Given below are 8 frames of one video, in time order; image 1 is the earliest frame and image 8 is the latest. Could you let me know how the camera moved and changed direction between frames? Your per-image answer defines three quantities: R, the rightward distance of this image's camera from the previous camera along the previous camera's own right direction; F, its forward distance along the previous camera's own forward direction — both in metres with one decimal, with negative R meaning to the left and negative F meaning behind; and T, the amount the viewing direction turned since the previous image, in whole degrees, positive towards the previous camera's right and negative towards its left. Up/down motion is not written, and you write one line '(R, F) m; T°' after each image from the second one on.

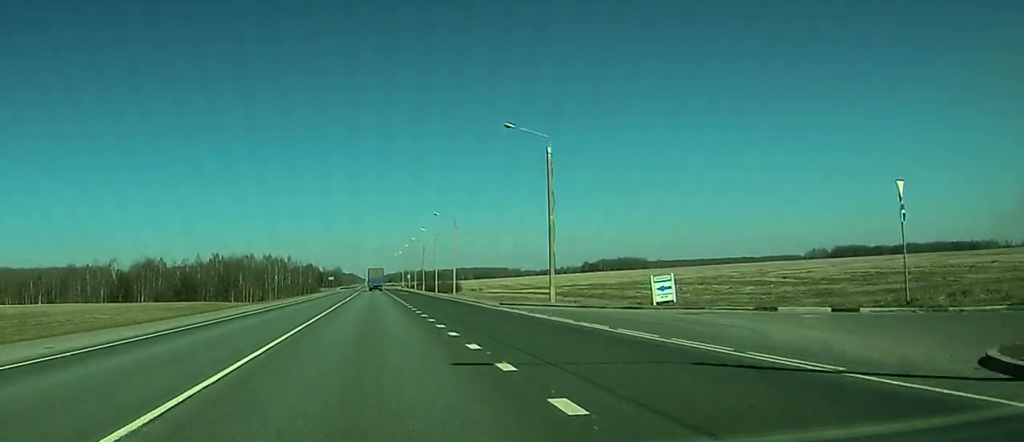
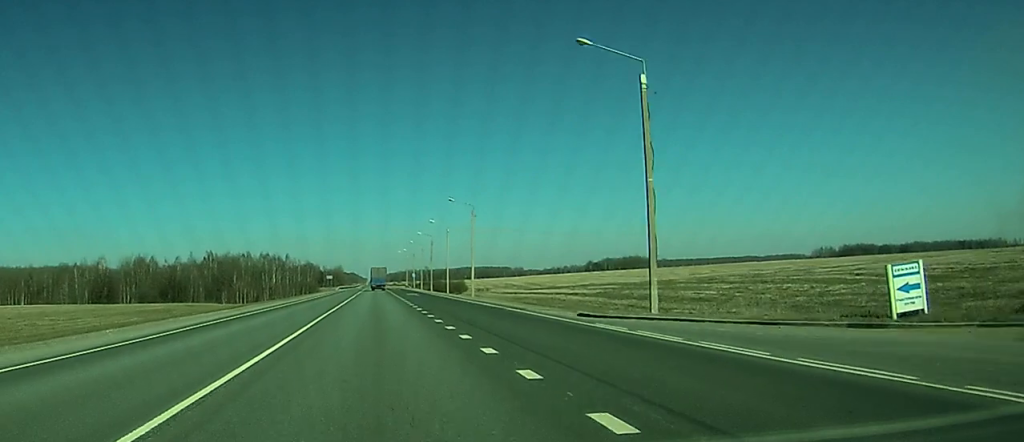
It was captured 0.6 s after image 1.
(+0.1, +17.2) m; 0°
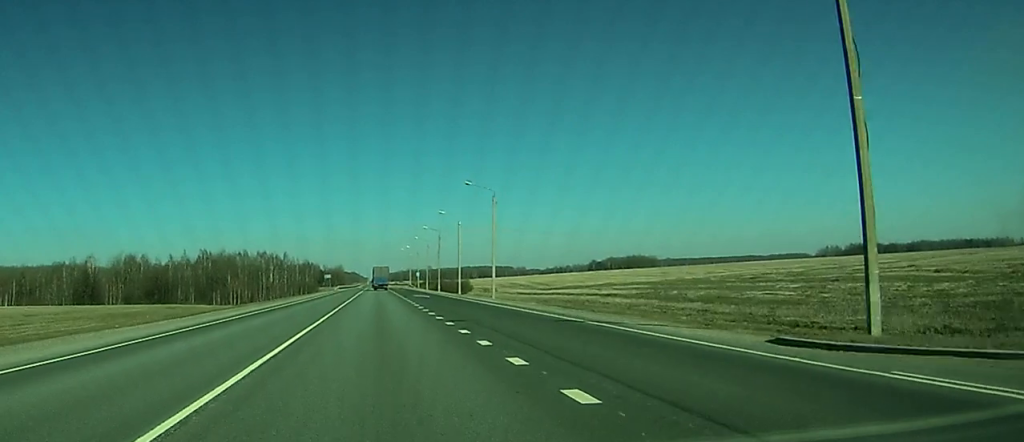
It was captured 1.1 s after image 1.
(0.0, +14.4) m; 0°
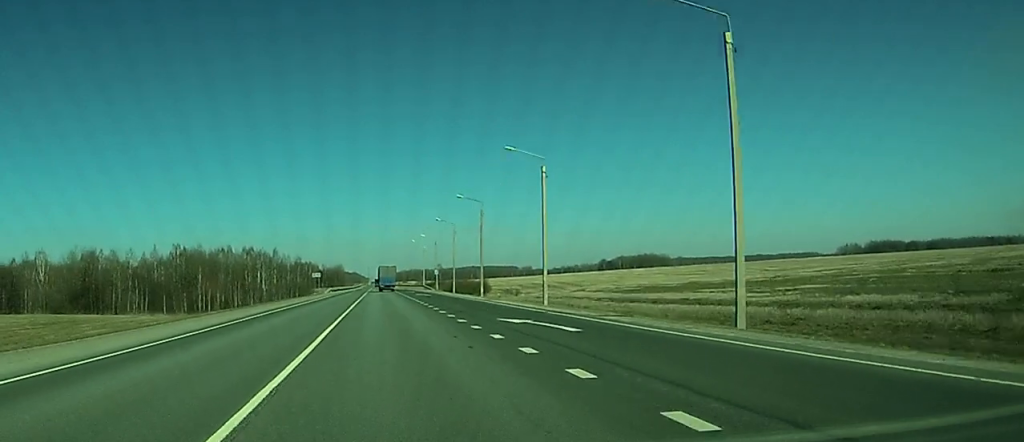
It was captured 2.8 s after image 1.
(-0.4, +50.5) m; -1°
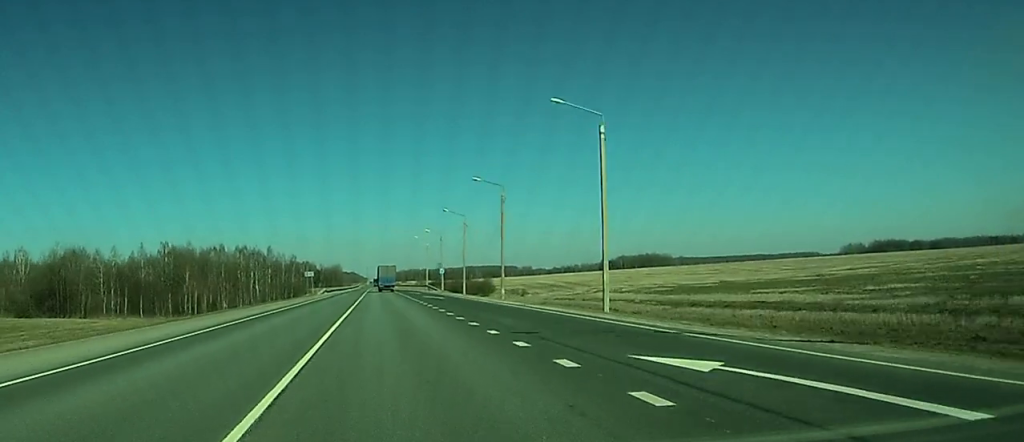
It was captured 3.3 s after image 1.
(0.0, +14.8) m; 0°
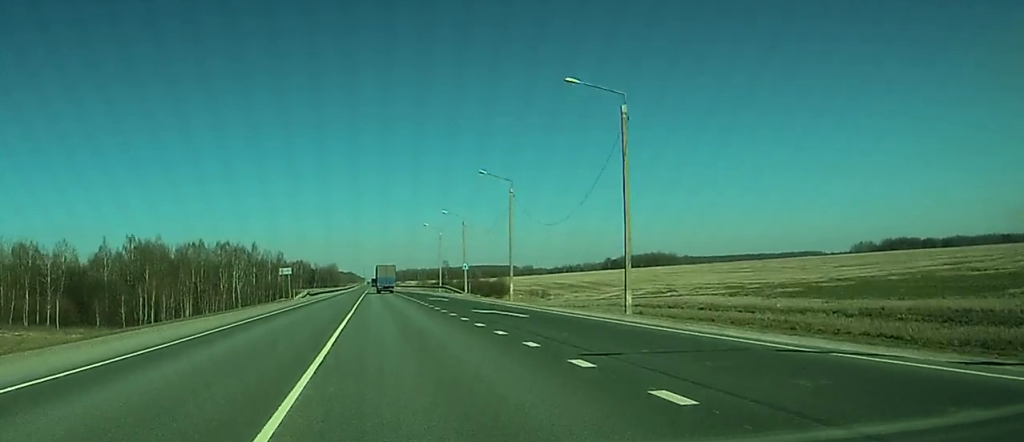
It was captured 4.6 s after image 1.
(+0.2, +36.7) m; +1°
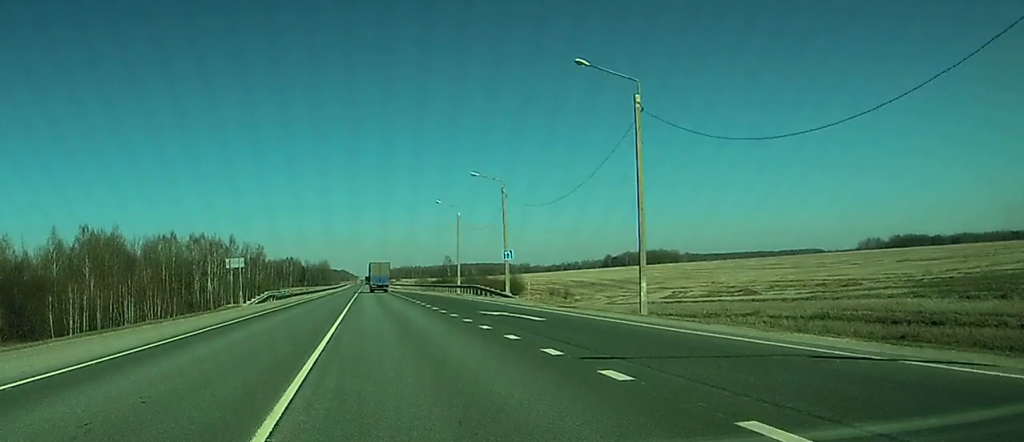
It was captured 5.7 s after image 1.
(+0.2, +34.8) m; 0°
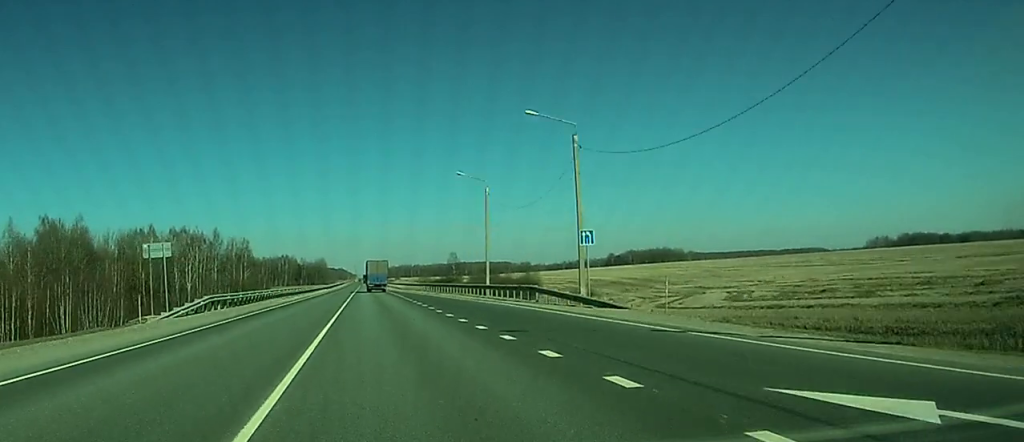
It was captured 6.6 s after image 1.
(0.0, +24.7) m; 0°
